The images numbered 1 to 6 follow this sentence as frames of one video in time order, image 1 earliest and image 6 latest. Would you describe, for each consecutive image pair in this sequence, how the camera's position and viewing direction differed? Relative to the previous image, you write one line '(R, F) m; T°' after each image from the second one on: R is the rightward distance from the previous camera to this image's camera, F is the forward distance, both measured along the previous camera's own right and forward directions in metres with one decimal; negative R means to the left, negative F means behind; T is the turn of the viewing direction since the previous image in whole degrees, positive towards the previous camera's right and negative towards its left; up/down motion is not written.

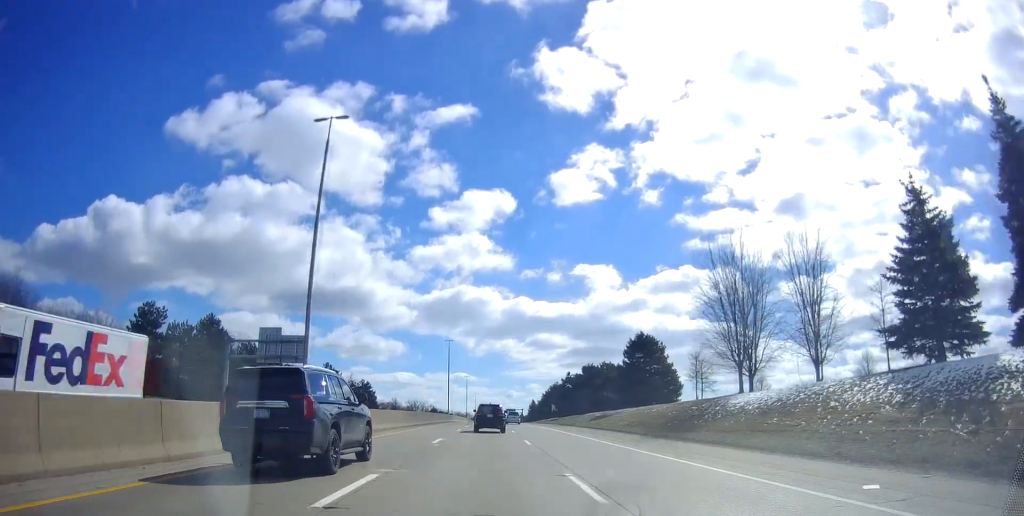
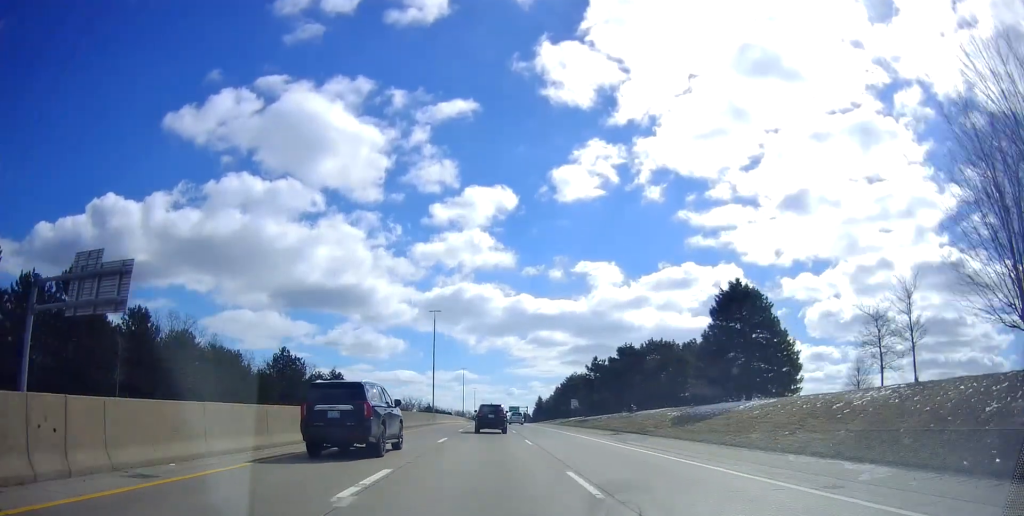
(-0.3, +30.0) m; 0°
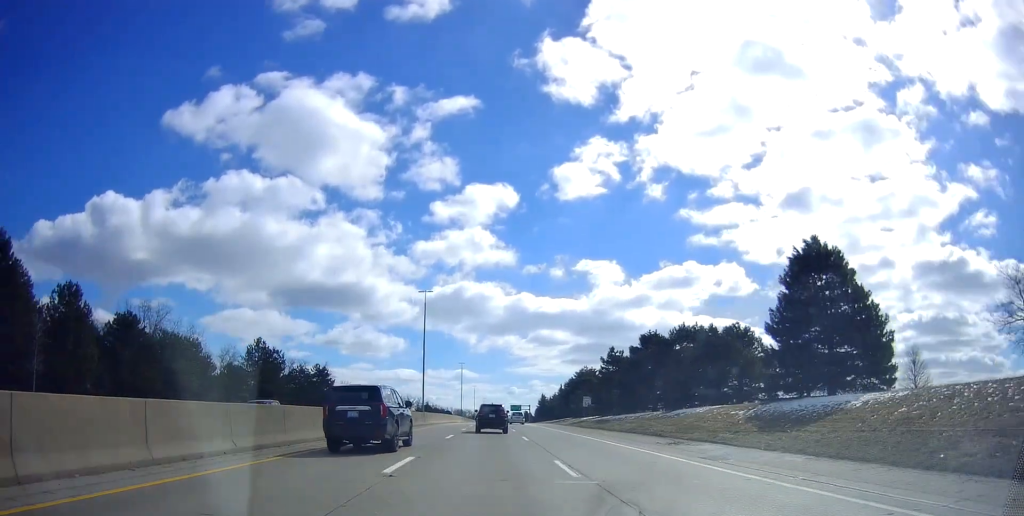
(-0.1, +12.2) m; 0°
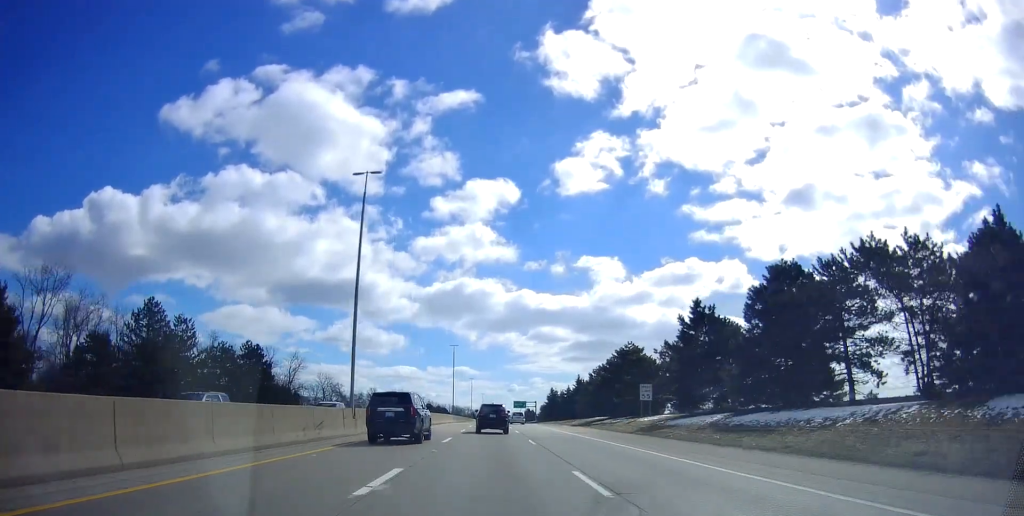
(+0.7, +33.5) m; +1°
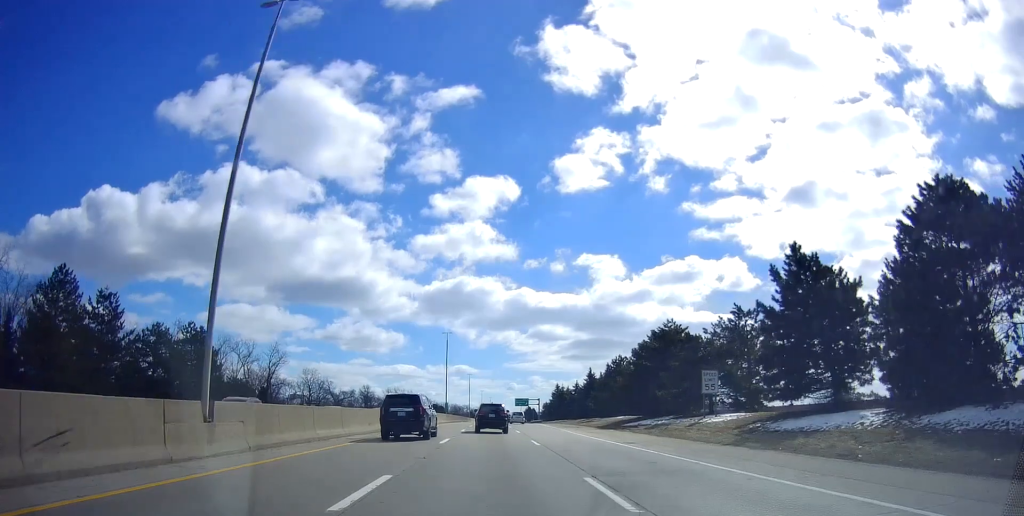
(+0.1, +16.6) m; -1°
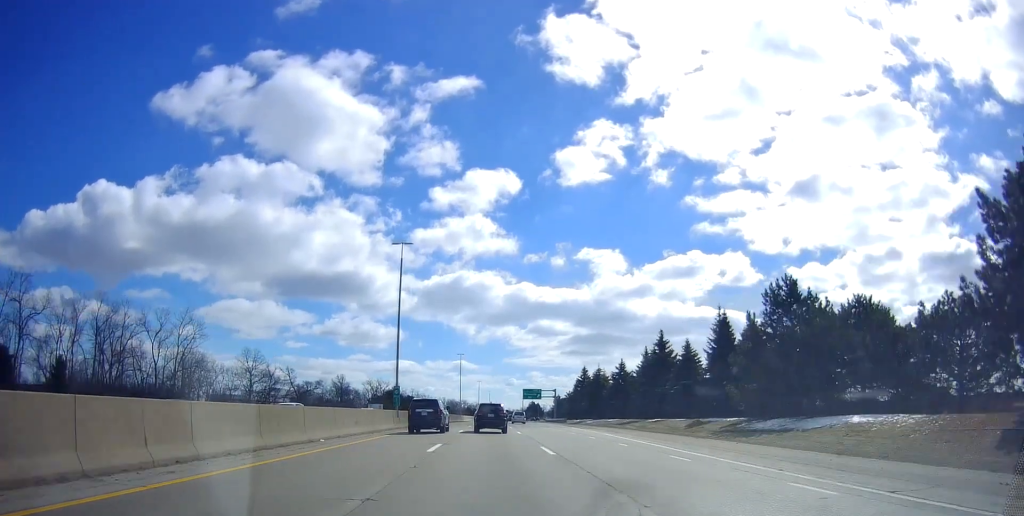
(-0.8, +50.4) m; 0°
